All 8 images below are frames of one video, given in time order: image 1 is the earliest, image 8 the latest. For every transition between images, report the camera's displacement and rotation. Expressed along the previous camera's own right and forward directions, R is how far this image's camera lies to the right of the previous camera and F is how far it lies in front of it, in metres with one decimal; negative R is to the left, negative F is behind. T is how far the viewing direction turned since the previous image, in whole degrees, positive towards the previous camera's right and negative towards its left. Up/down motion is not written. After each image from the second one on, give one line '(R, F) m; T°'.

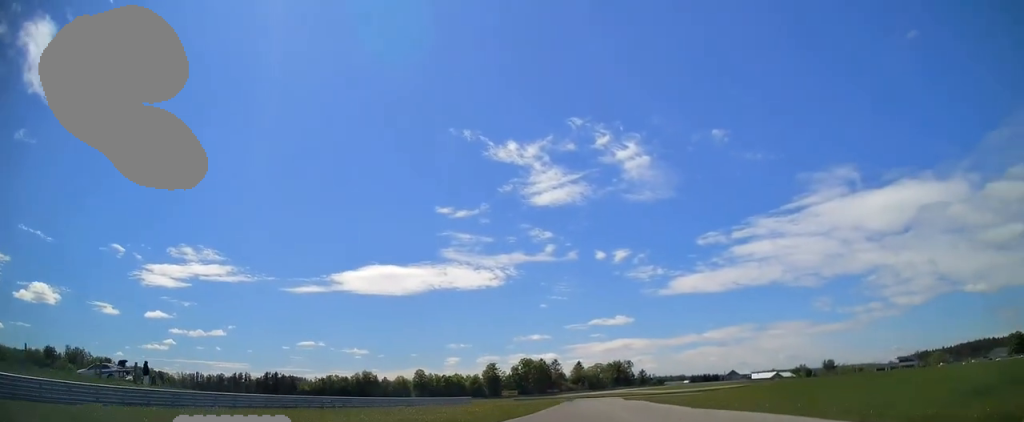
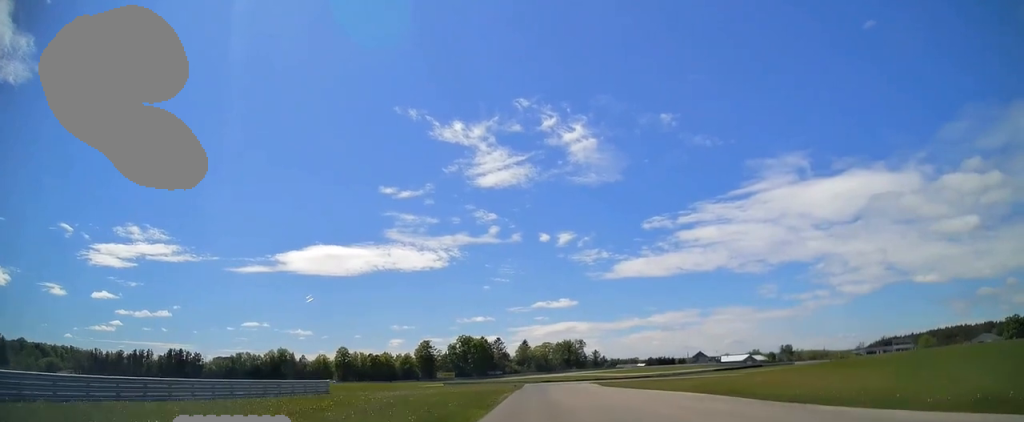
(+2.8, +43.4) m; +7°
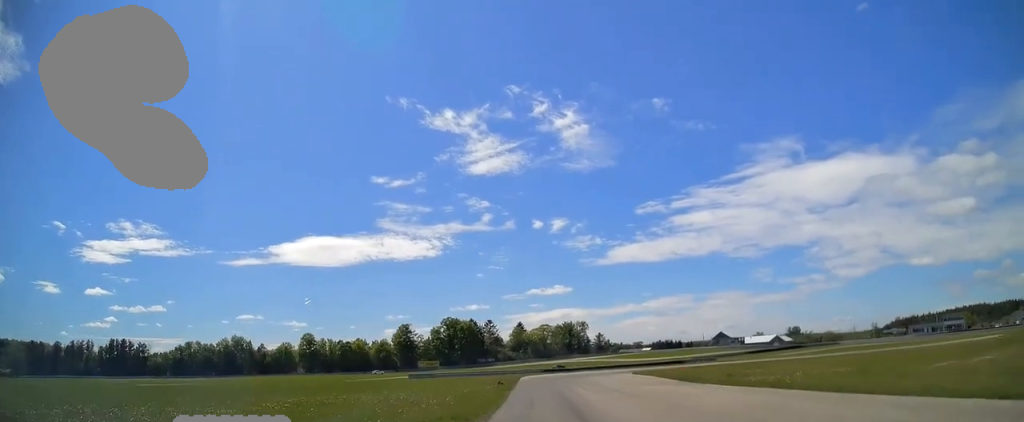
(+0.9, +37.9) m; +1°
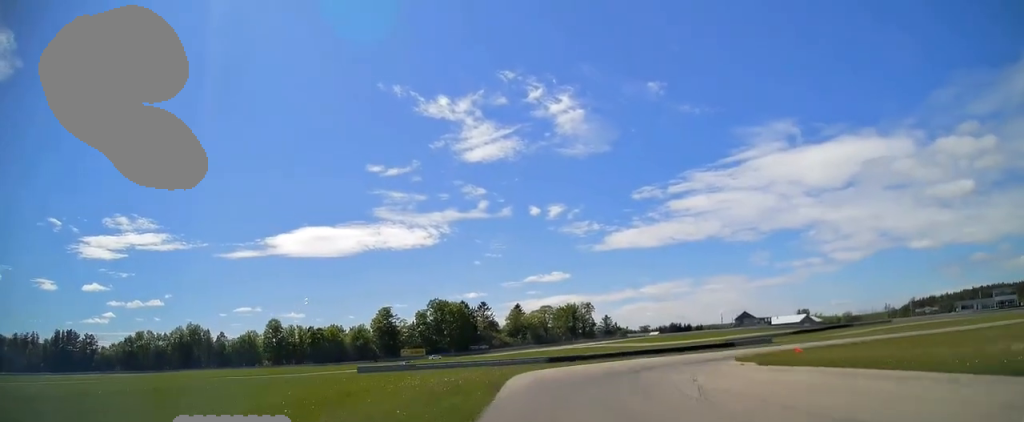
(0.0, +31.7) m; +2°
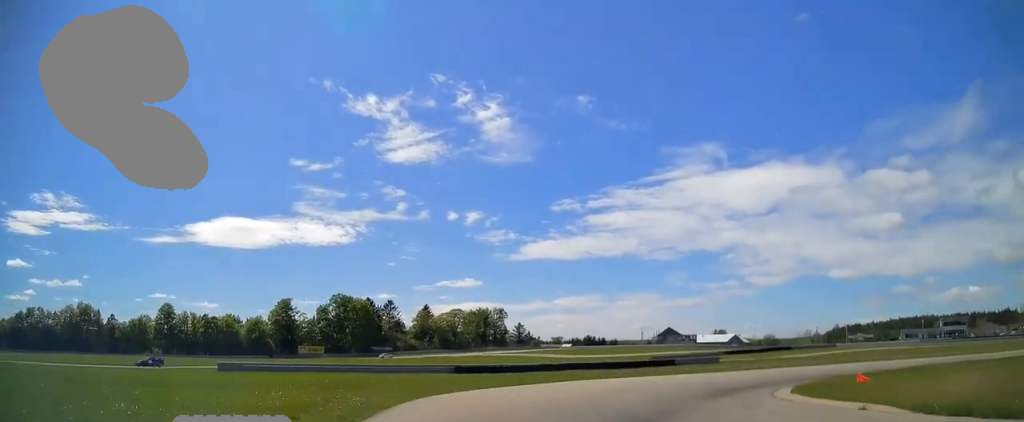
(+0.7, +18.9) m; +12°
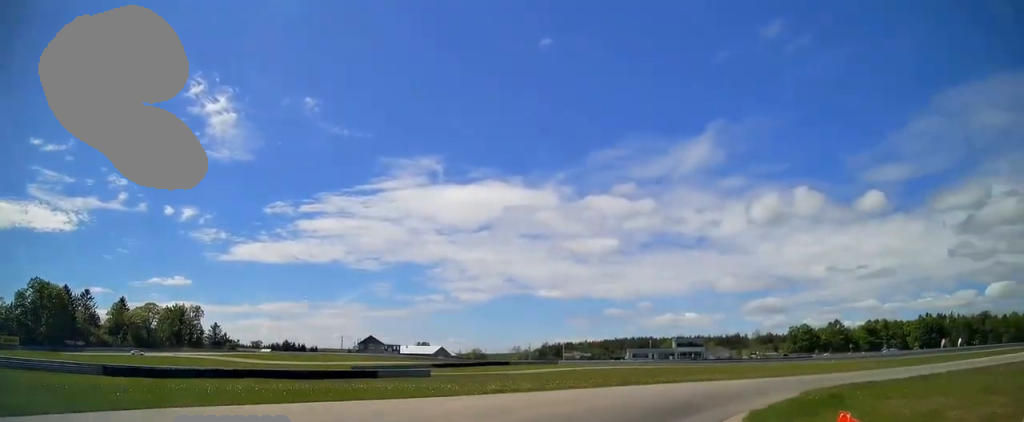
(+3.7, +19.0) m; +27°
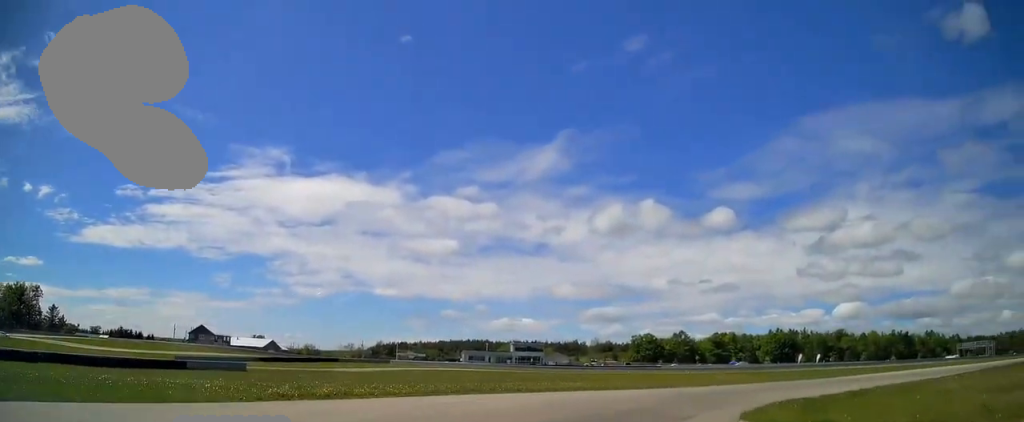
(+0.8, +8.6) m; +15°
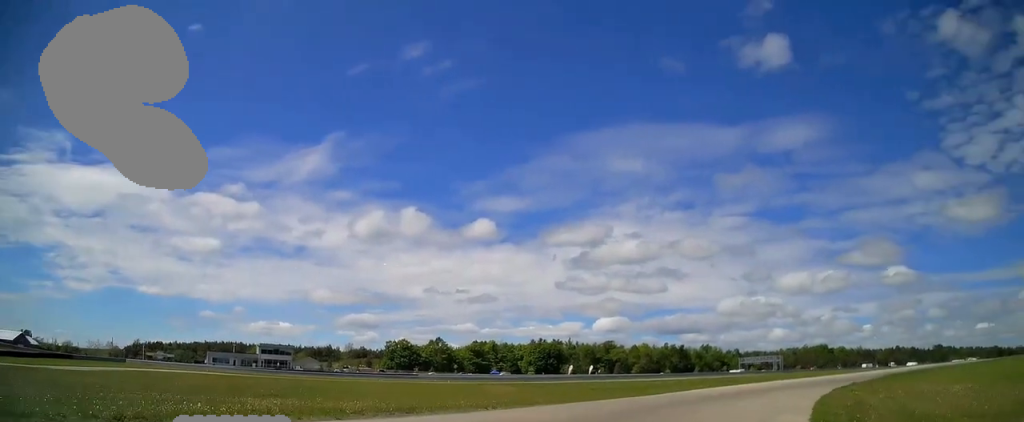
(+3.4, +15.4) m; +25°
